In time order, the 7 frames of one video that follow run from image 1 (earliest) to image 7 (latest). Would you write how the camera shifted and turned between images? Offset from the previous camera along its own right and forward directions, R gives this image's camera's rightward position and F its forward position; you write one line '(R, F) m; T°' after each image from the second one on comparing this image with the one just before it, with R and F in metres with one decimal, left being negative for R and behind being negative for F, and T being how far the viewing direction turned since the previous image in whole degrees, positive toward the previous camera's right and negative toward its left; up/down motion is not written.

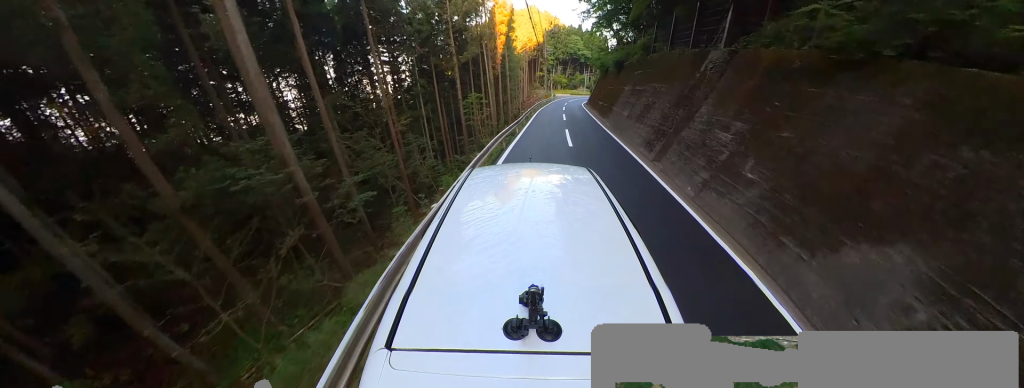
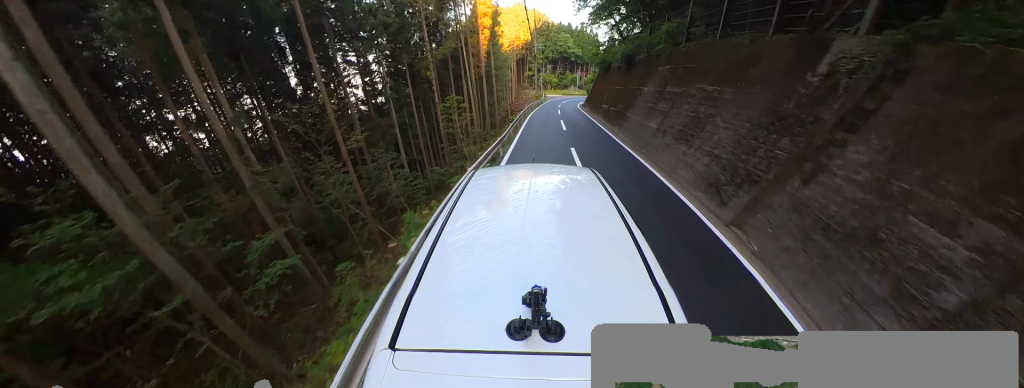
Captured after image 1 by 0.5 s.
(+0.6, +6.3) m; +5°
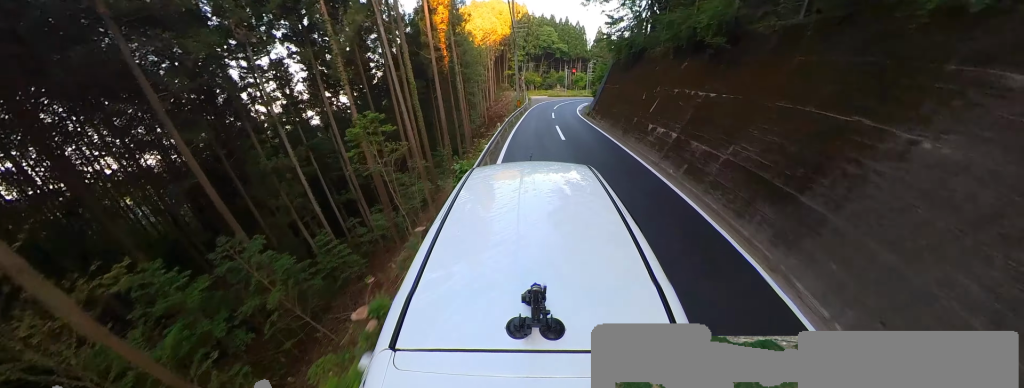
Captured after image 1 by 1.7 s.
(+1.5, +15.9) m; +11°
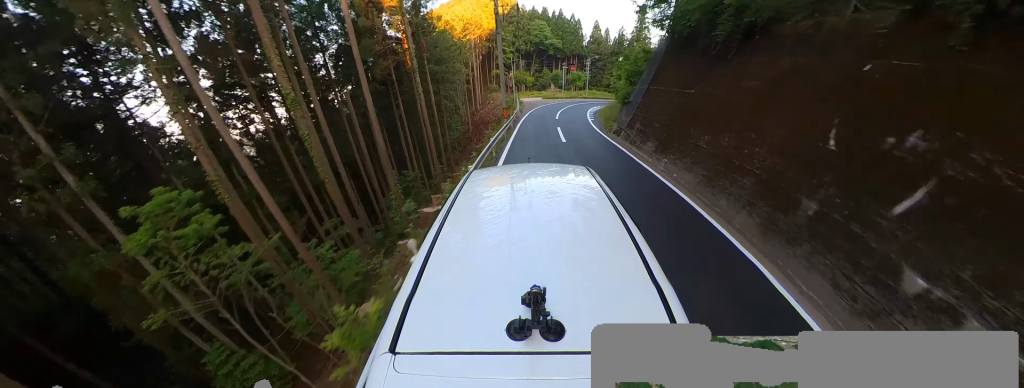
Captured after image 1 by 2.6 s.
(+1.1, +13.5) m; +6°
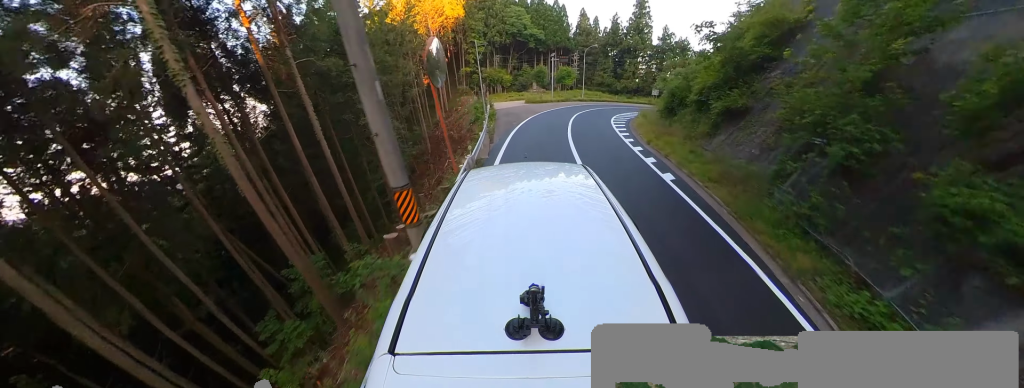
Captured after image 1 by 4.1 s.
(+0.5, +18.9) m; +4°
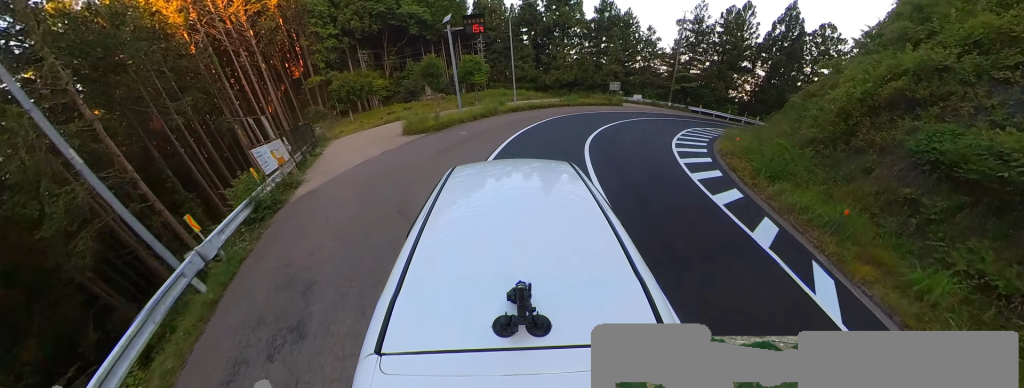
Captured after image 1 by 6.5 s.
(+2.2, +22.4) m; +14°
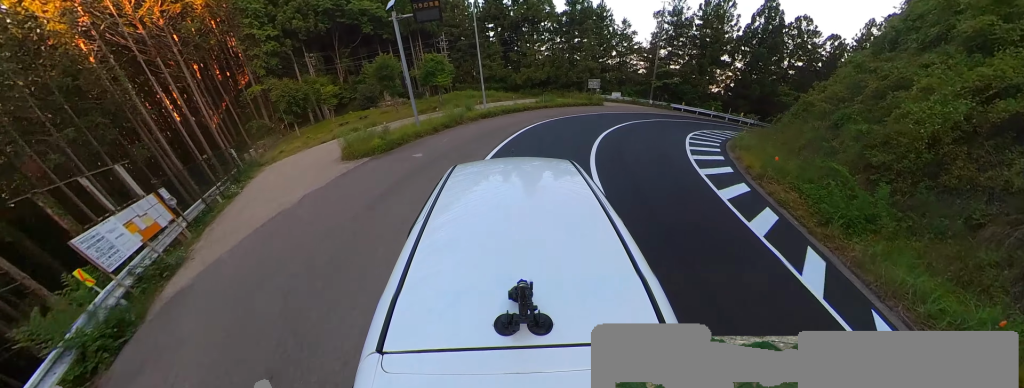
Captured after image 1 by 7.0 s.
(-0.4, +3.9) m; +6°
